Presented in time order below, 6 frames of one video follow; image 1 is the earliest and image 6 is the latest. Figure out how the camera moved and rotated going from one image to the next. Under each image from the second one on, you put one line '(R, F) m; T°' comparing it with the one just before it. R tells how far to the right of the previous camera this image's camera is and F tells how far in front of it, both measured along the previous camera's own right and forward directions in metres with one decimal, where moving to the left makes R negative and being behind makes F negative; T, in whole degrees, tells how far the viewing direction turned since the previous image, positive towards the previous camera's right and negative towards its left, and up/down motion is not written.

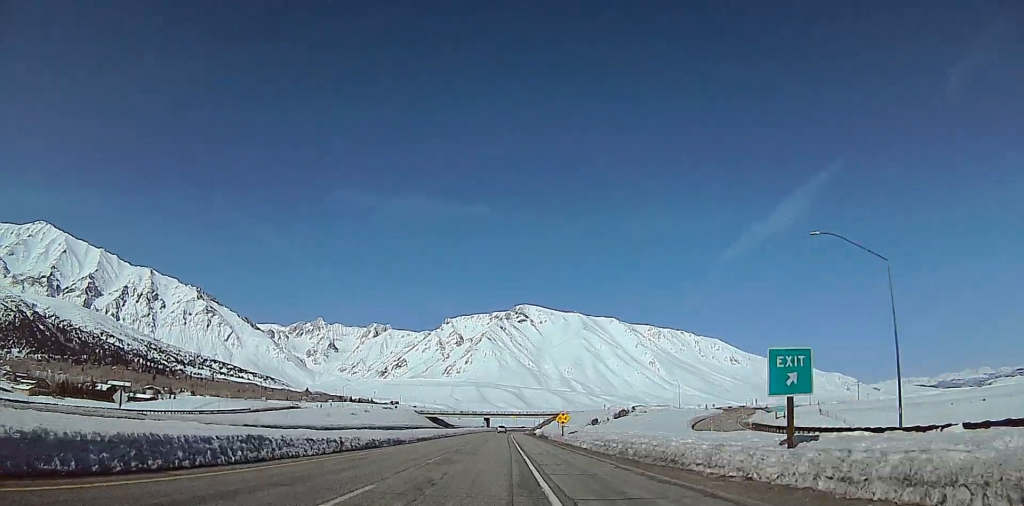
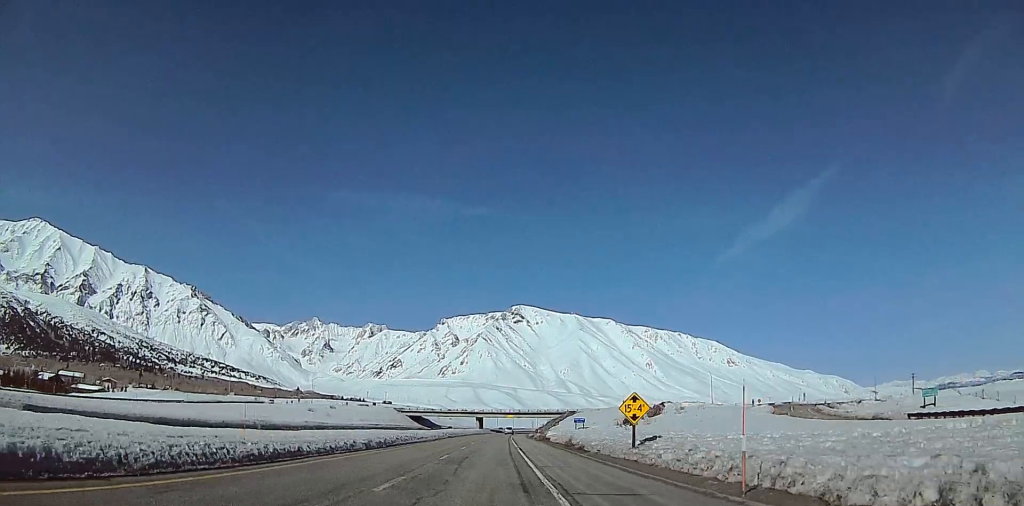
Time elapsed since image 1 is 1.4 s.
(+1.1, +43.6) m; +2°
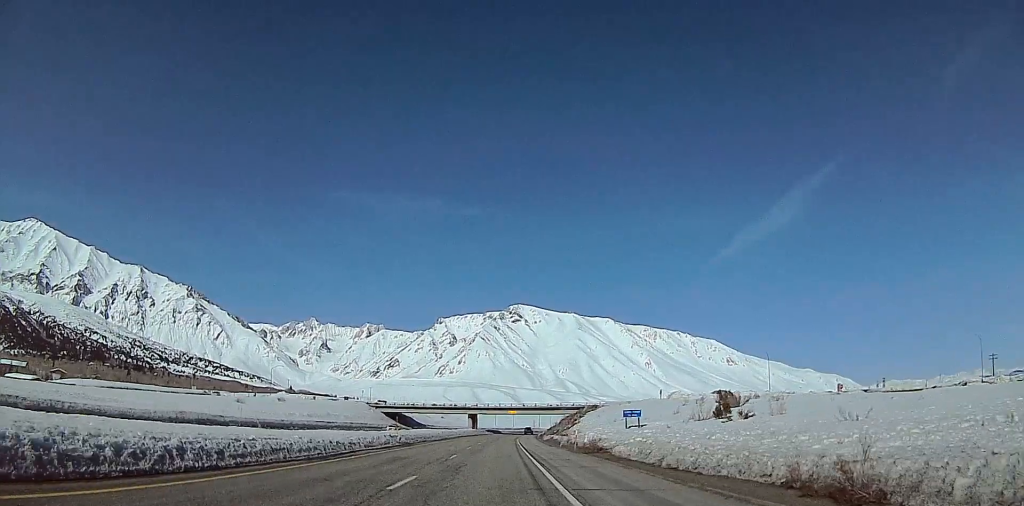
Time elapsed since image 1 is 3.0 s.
(-0.2, +47.1) m; -2°
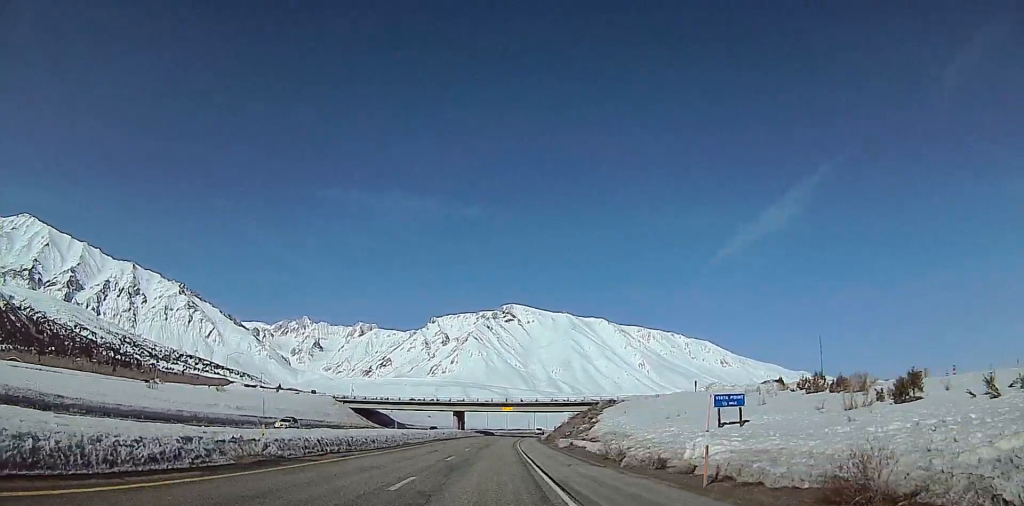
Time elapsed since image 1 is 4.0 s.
(-1.0, +28.5) m; 0°
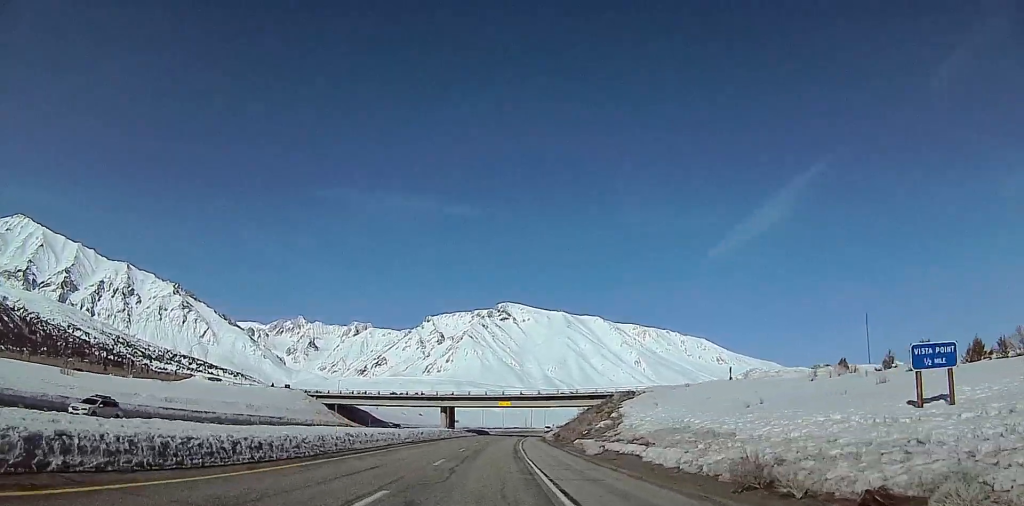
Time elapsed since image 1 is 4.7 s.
(+0.6, +18.4) m; +2°
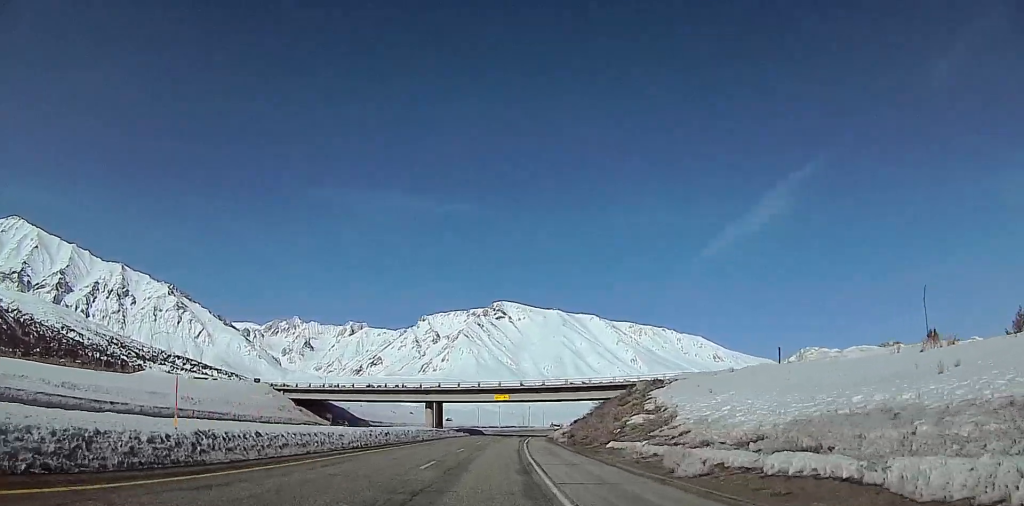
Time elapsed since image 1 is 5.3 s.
(+0.4, +17.7) m; +2°
